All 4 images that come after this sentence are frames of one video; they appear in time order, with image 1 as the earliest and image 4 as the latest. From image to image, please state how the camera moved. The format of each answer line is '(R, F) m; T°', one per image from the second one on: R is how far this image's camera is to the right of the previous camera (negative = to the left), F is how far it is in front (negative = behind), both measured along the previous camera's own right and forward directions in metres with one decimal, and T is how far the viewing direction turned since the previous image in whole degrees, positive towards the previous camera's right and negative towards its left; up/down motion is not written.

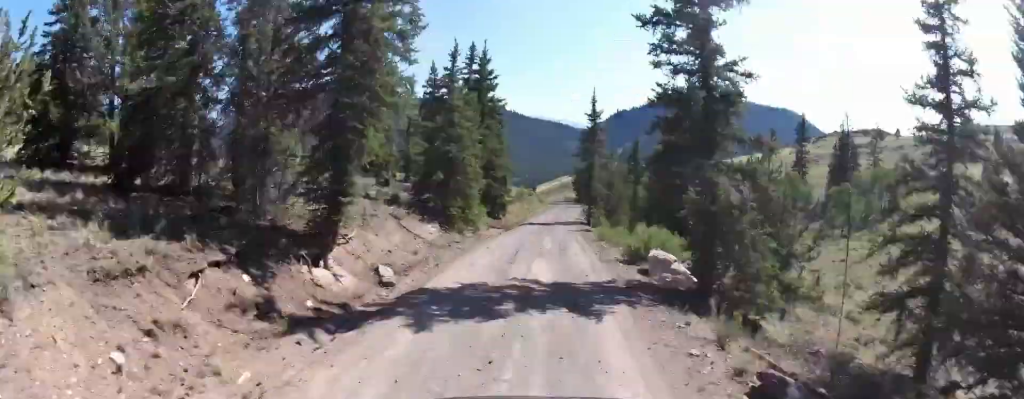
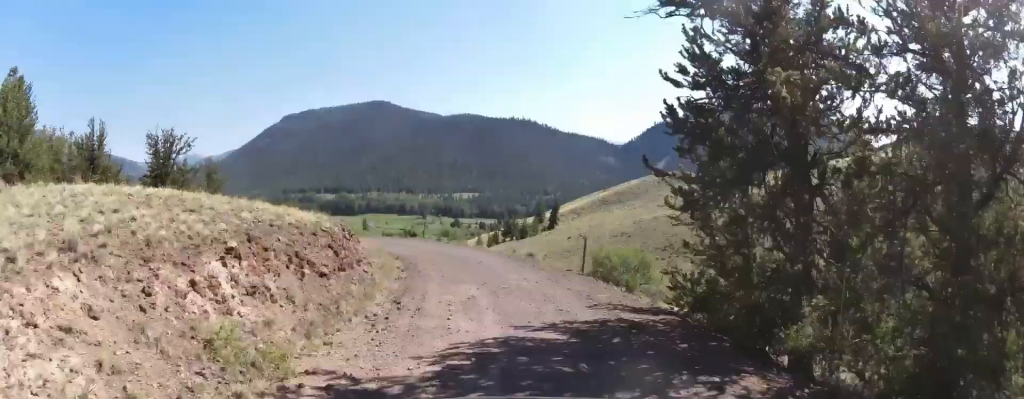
(-0.7, +73.1) m; -26°
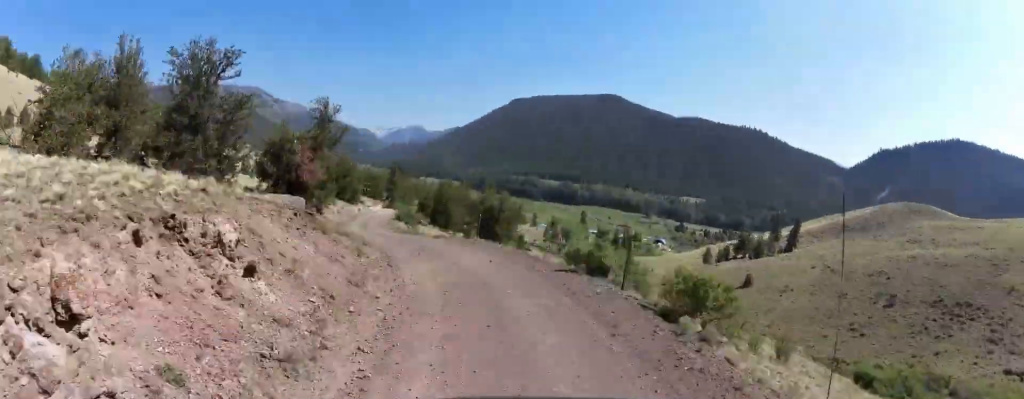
(-10.8, +28.6) m; -18°
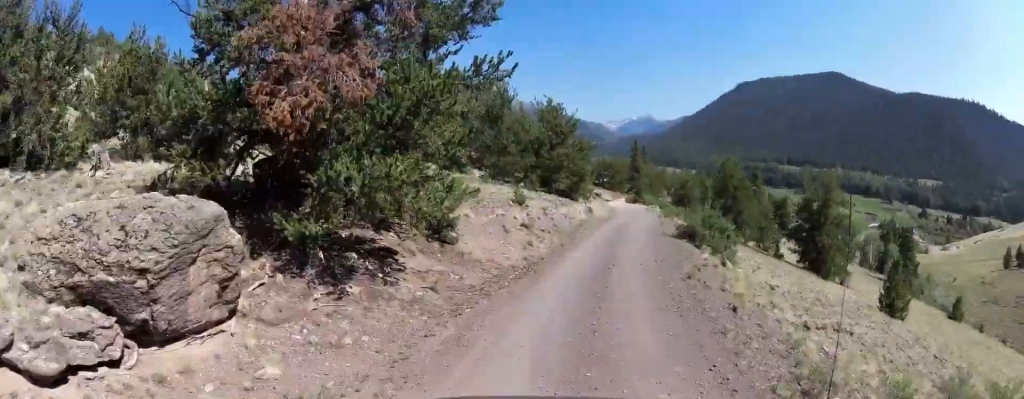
(-5.2, +38.1) m; -8°
